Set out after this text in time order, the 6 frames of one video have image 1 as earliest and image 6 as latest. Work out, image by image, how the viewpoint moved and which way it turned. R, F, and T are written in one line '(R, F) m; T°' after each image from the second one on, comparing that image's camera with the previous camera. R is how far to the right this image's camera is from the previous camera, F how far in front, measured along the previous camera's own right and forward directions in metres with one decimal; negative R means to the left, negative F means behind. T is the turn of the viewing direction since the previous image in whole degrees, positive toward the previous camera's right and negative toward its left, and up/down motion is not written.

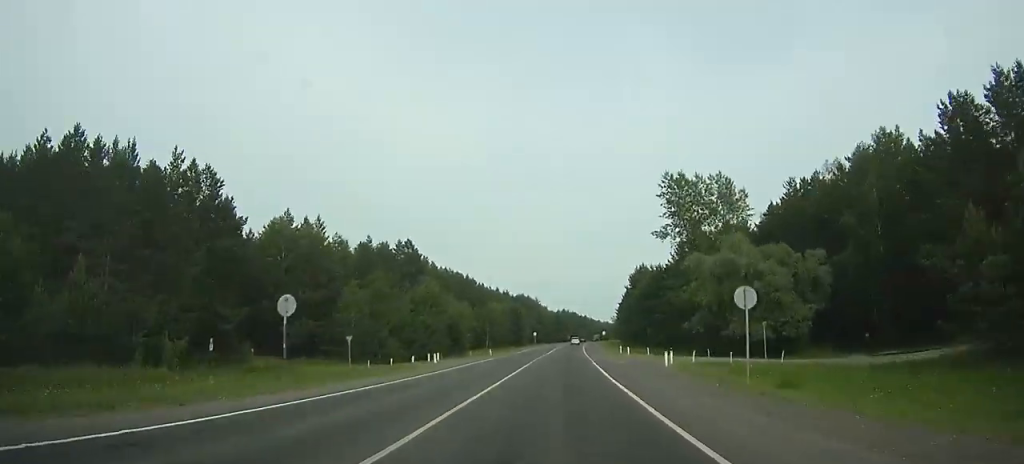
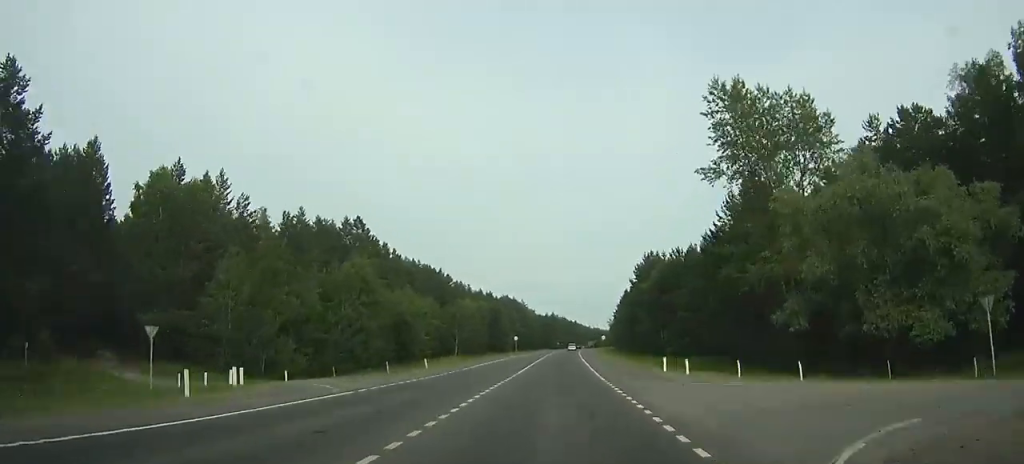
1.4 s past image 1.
(+0.1, +25.1) m; +1°
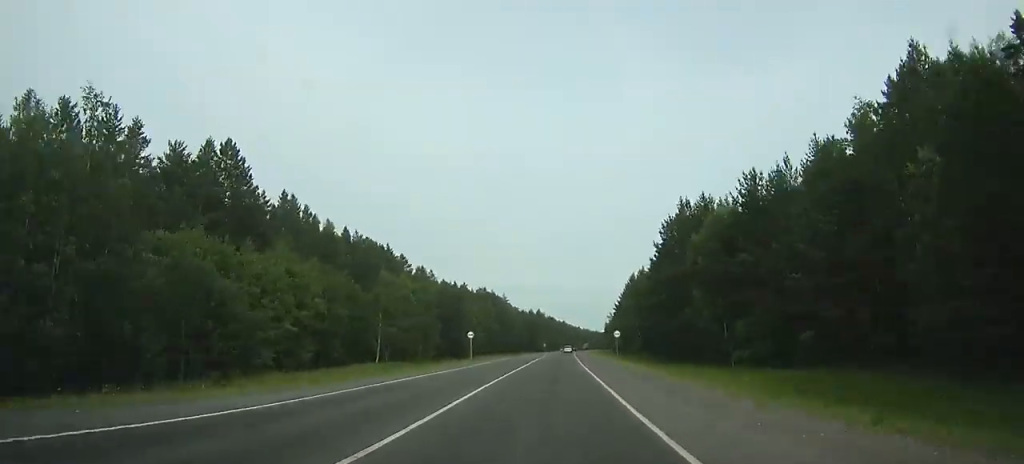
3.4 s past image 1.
(+0.3, +38.8) m; 0°
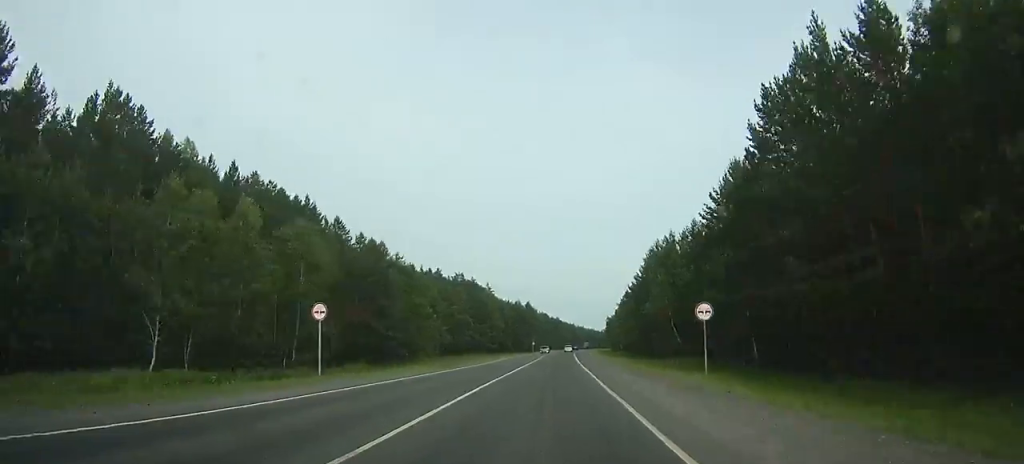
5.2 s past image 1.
(0.0, +36.3) m; 0°
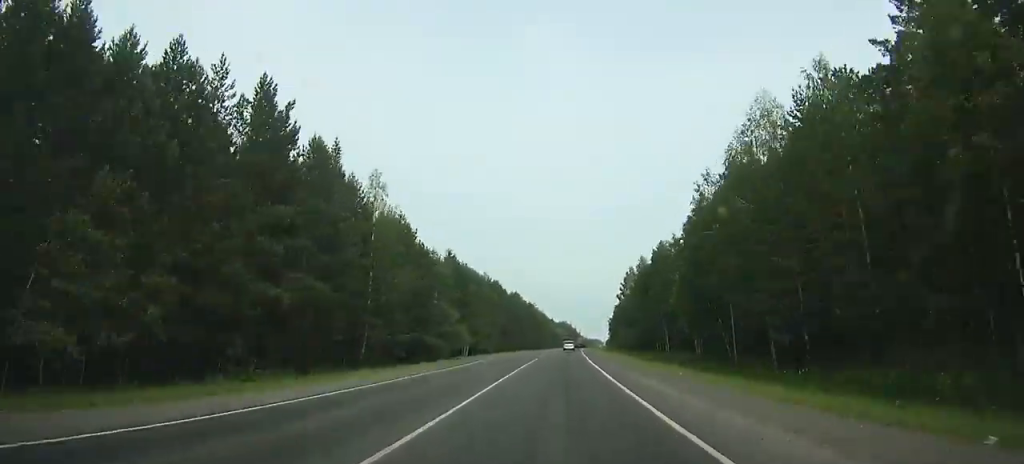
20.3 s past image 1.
(+22.7, +353.0) m; +9°
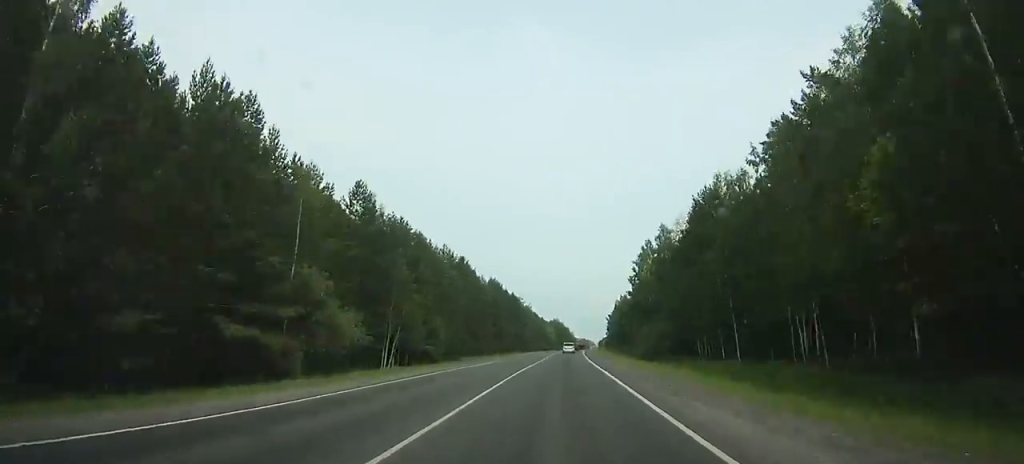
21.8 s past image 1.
(+0.5, +39.2) m; +1°
